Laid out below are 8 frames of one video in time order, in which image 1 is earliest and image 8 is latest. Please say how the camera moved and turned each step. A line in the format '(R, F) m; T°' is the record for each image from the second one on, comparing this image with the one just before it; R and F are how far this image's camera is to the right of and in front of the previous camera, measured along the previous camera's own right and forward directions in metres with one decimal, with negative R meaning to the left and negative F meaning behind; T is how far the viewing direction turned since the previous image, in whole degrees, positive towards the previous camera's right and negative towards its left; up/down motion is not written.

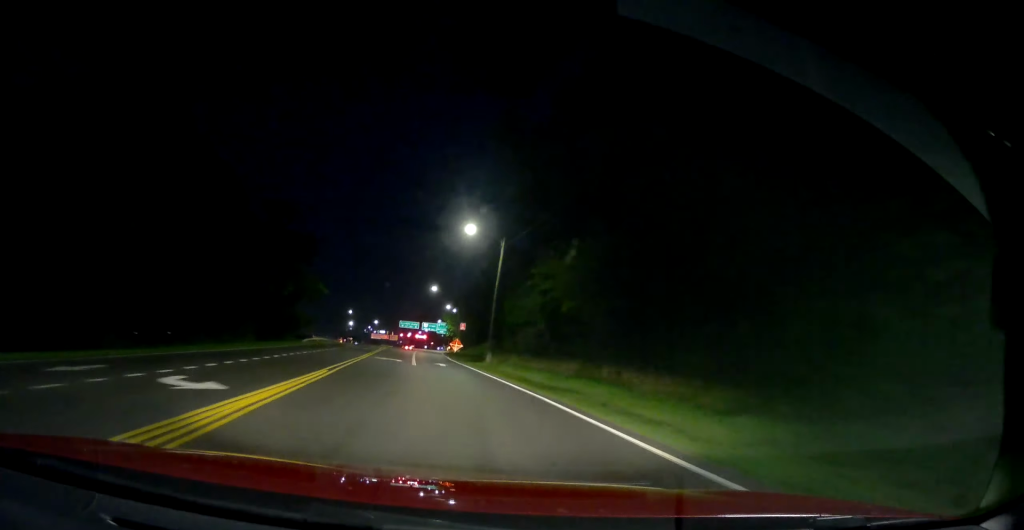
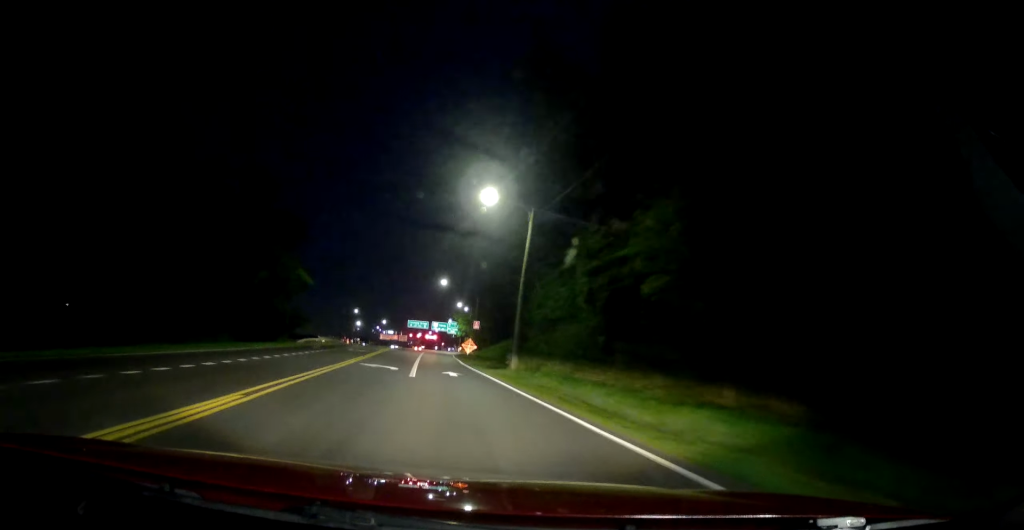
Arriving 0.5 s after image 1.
(-0.4, +8.9) m; -2°
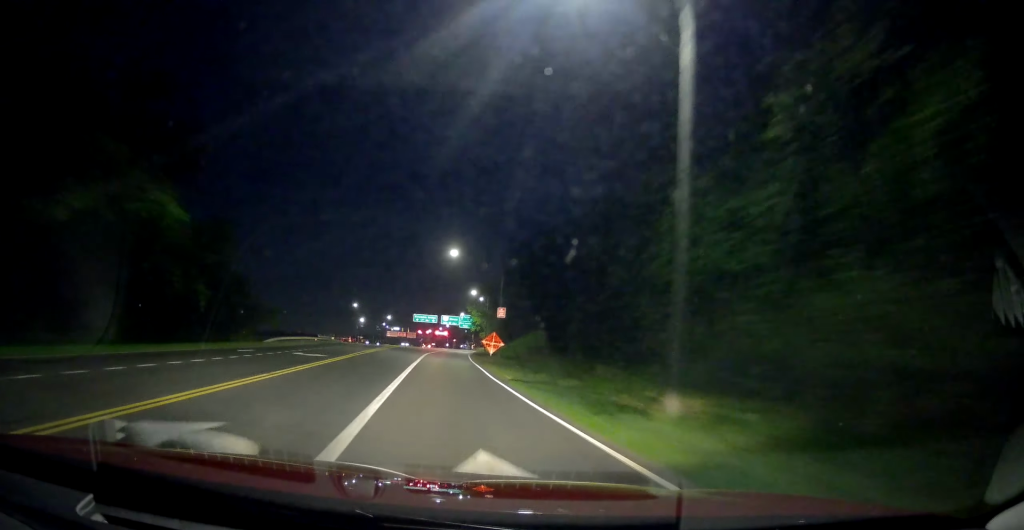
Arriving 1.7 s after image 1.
(-0.6, +20.1) m; -2°
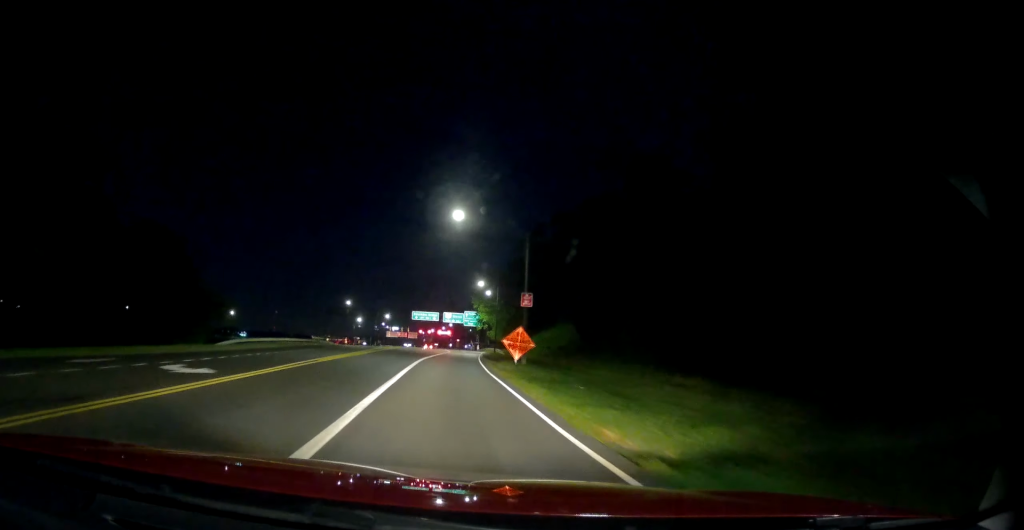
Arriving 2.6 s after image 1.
(-0.1, +14.3) m; -1°
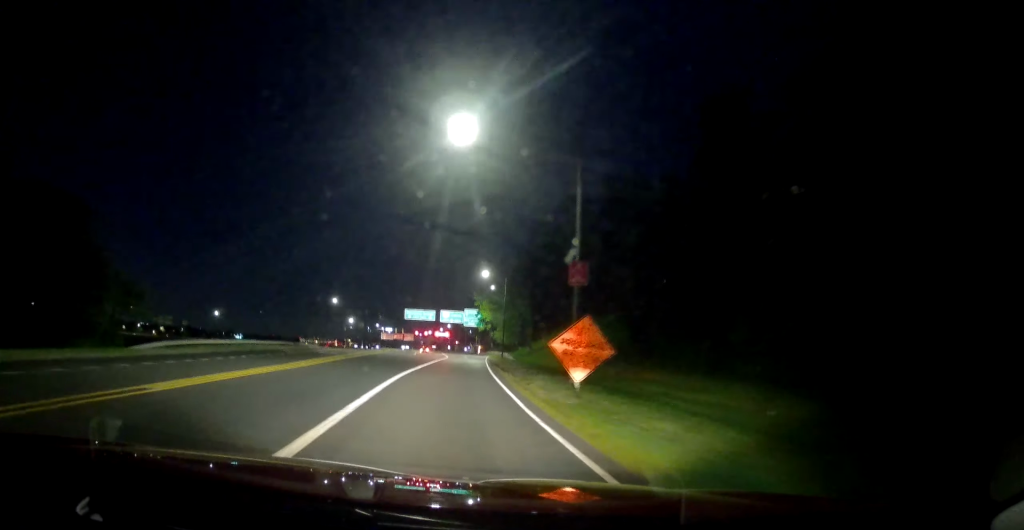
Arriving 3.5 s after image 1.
(-0.1, +14.5) m; 0°
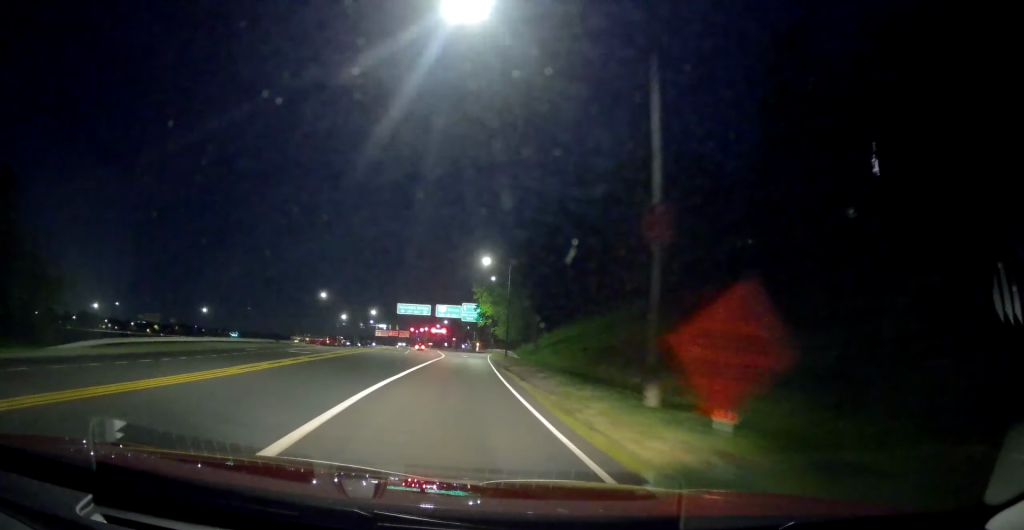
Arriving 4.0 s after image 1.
(-0.1, +8.0) m; +1°
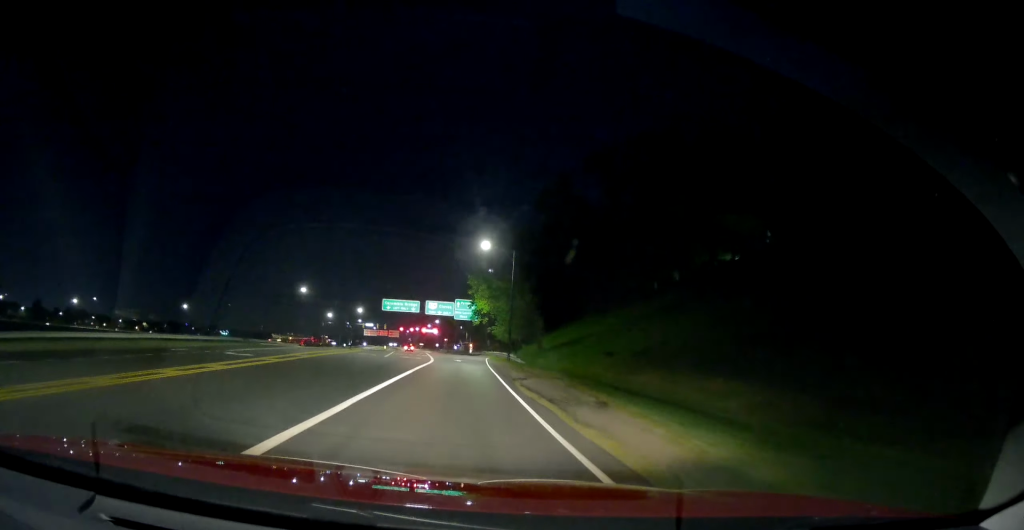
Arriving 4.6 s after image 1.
(+0.2, +9.9) m; +1°
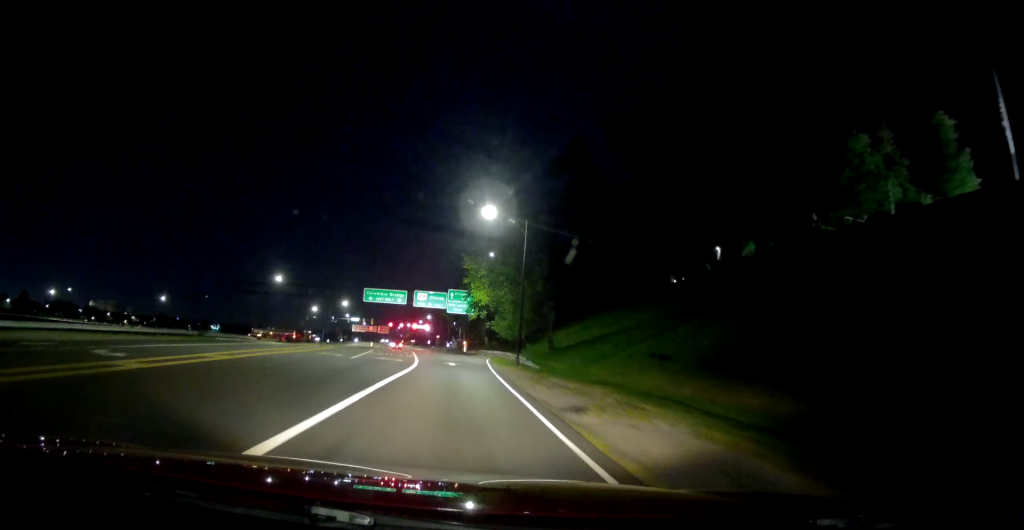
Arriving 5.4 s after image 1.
(+0.1, +11.4) m; 0°
